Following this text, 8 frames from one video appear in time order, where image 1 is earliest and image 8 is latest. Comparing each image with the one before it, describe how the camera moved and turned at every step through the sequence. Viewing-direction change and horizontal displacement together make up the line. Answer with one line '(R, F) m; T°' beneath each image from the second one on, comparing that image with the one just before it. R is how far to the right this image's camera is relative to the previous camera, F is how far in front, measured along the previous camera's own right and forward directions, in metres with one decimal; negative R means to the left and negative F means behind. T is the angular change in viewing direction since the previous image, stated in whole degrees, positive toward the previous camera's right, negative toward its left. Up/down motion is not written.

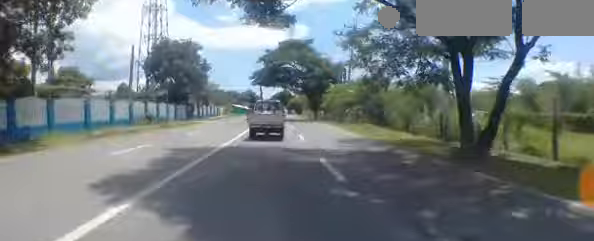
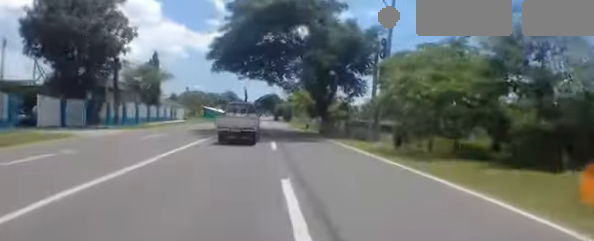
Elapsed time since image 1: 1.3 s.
(+0.3, +23.0) m; +1°
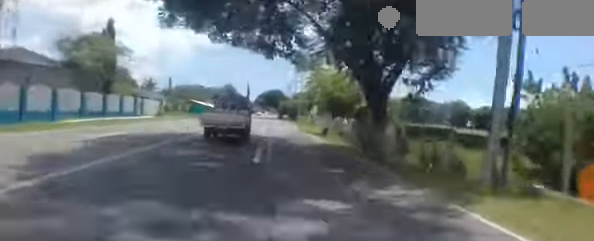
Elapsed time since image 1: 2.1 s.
(+0.1, +14.6) m; -1°
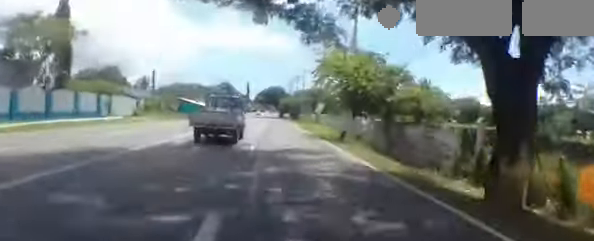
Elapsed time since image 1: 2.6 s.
(+0.1, +7.7) m; -1°
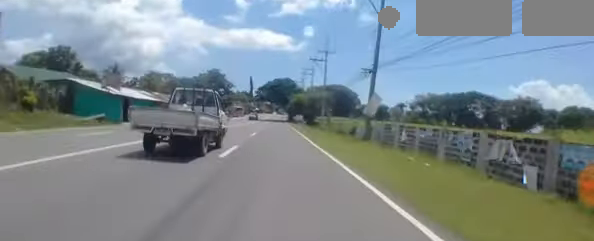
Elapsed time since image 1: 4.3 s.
(-0.2, +30.1) m; 0°
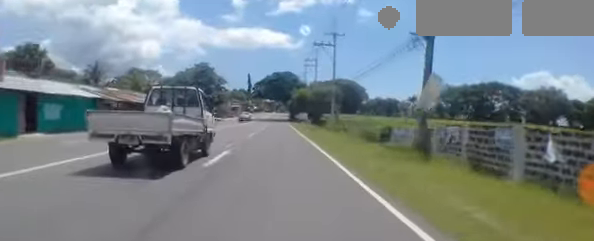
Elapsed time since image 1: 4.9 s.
(-0.1, +10.9) m; -1°
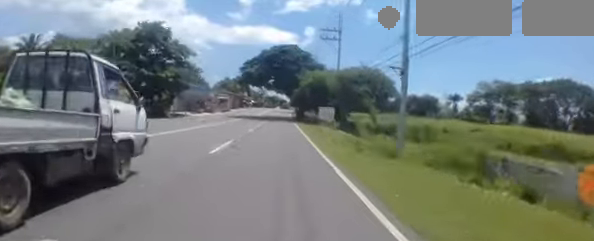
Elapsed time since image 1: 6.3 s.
(-0.5, +25.2) m; 0°
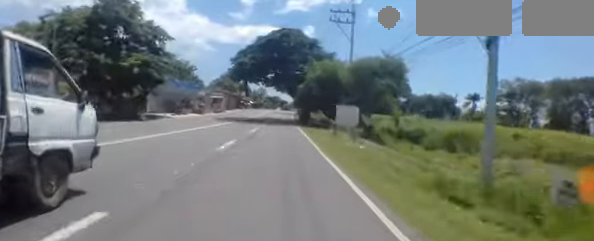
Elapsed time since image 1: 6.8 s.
(+0.1, +8.7) m; 0°
